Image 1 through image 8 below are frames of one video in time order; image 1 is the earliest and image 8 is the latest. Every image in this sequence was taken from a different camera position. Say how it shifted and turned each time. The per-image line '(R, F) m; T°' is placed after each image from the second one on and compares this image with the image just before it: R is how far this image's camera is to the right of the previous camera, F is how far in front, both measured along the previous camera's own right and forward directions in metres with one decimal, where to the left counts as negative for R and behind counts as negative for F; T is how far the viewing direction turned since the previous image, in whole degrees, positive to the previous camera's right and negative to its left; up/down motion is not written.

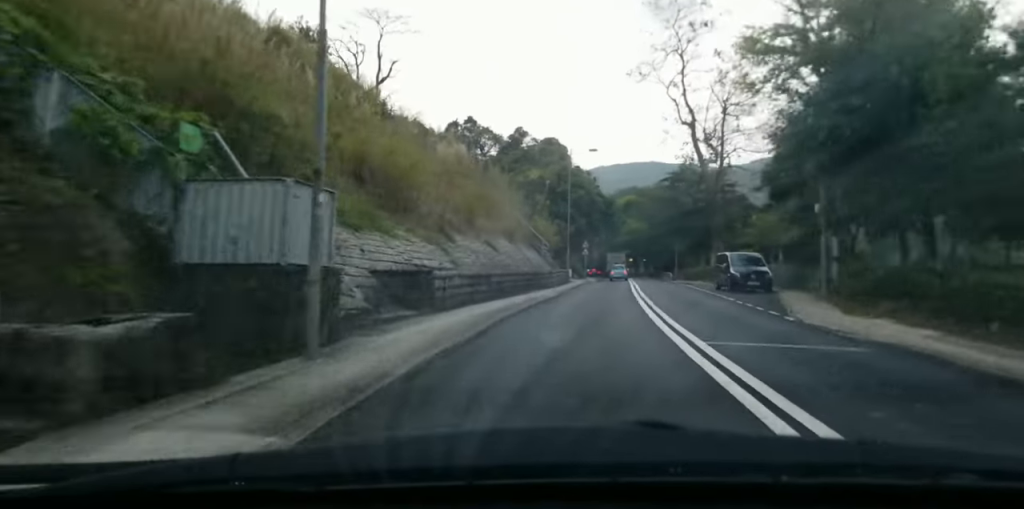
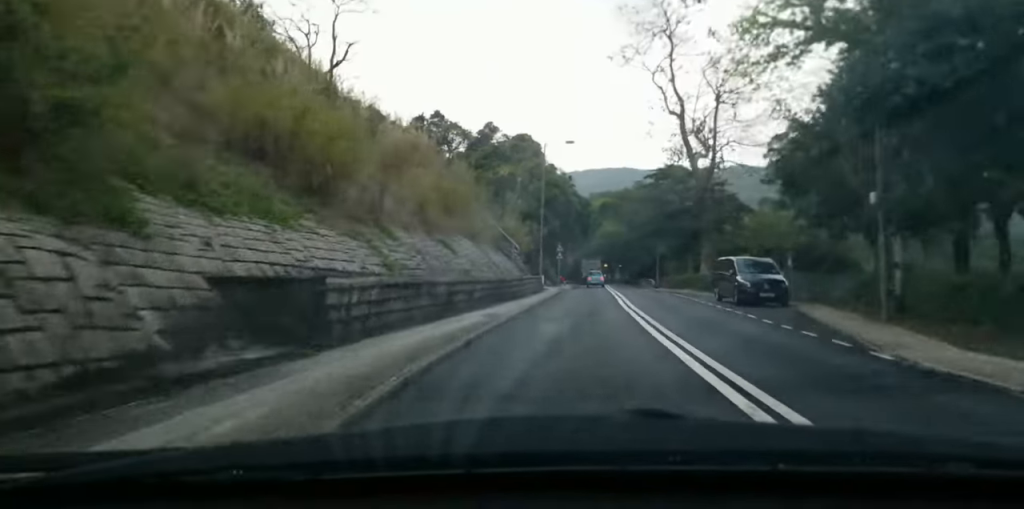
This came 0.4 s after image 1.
(0.0, +6.9) m; +2°
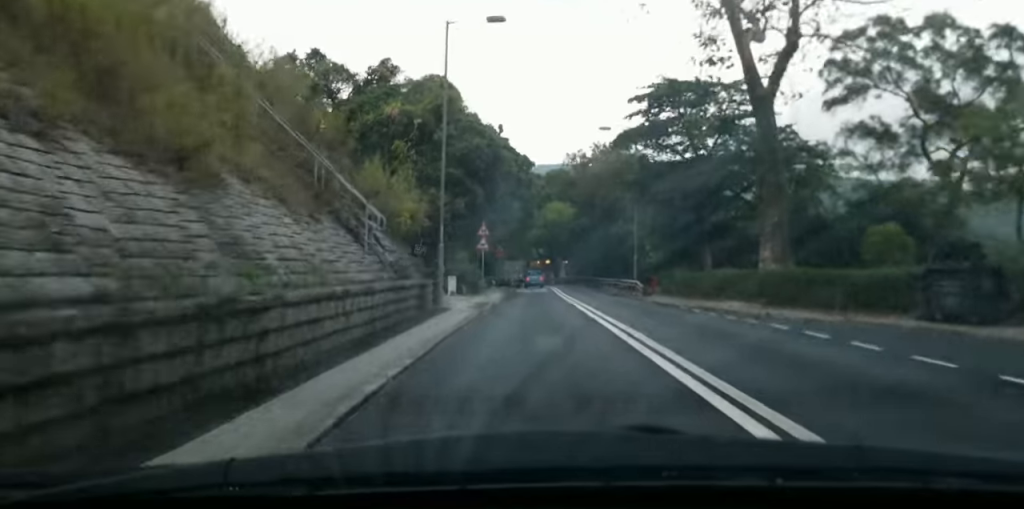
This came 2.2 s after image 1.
(+2.2, +27.5) m; +8°
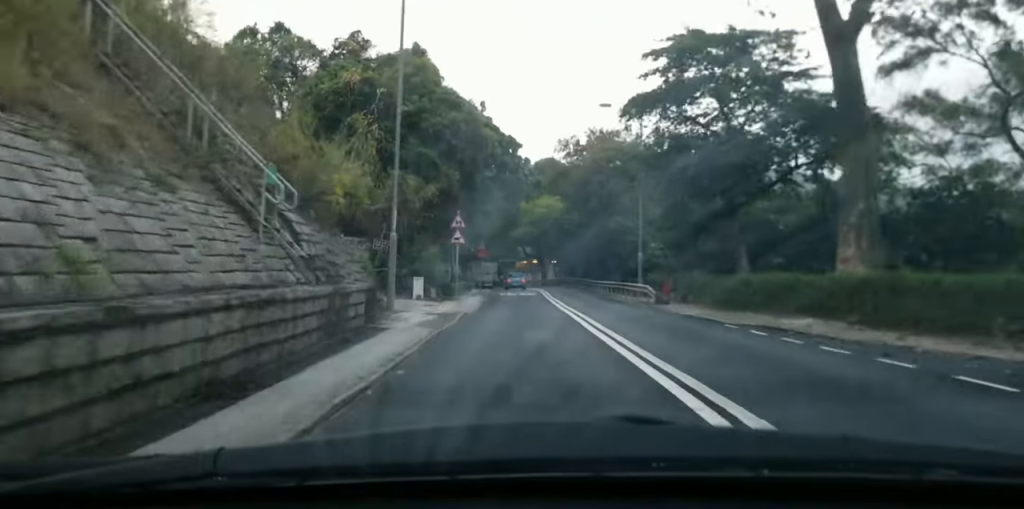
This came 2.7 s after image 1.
(+0.3, +7.2) m; +1°
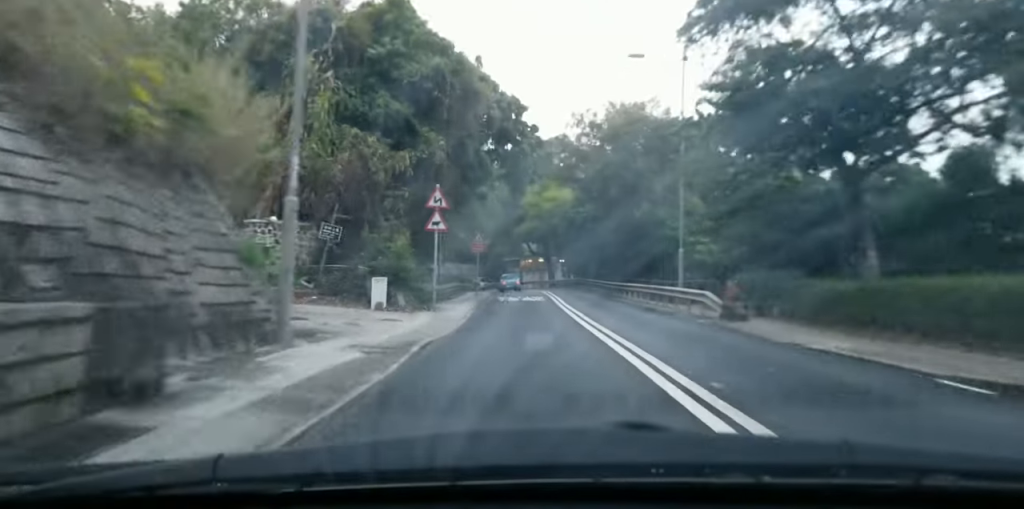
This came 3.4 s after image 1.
(+0.3, +9.7) m; +1°
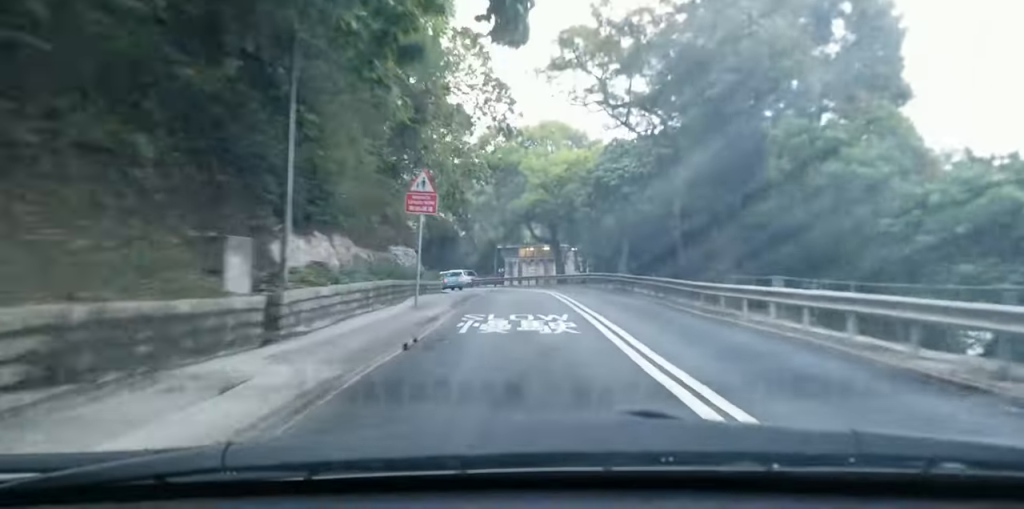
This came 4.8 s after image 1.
(-0.5, +22.5) m; -1°
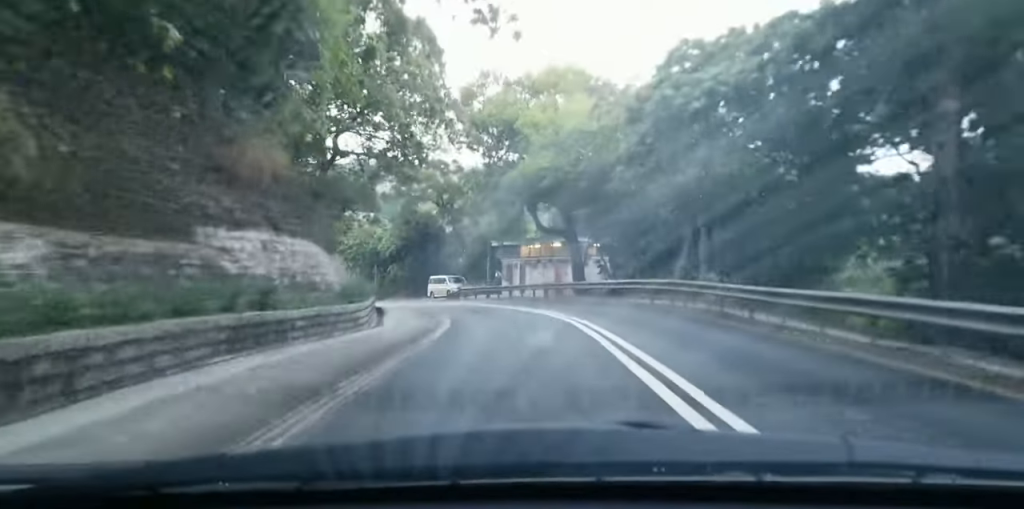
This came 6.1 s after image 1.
(0.0, +18.7) m; 0°
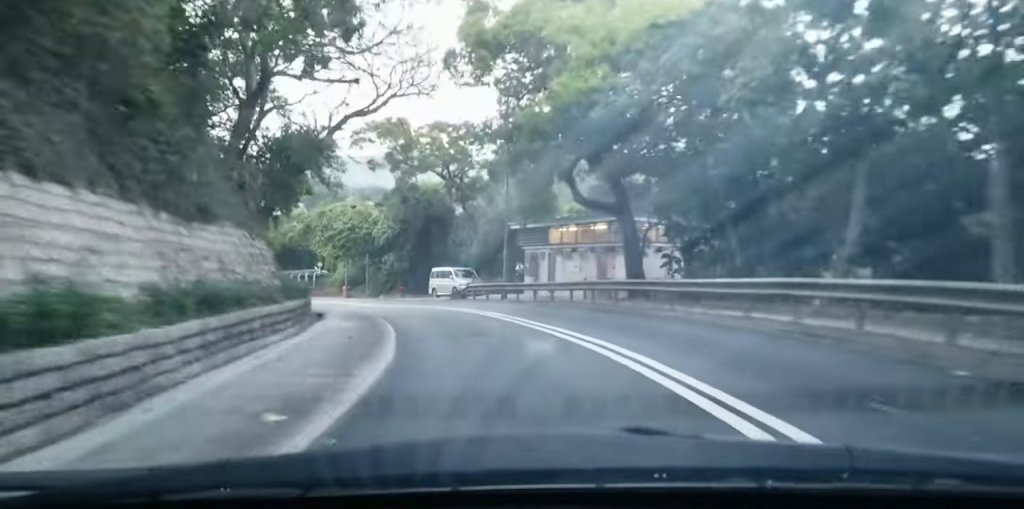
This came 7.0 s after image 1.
(0.0, +14.3) m; -2°
